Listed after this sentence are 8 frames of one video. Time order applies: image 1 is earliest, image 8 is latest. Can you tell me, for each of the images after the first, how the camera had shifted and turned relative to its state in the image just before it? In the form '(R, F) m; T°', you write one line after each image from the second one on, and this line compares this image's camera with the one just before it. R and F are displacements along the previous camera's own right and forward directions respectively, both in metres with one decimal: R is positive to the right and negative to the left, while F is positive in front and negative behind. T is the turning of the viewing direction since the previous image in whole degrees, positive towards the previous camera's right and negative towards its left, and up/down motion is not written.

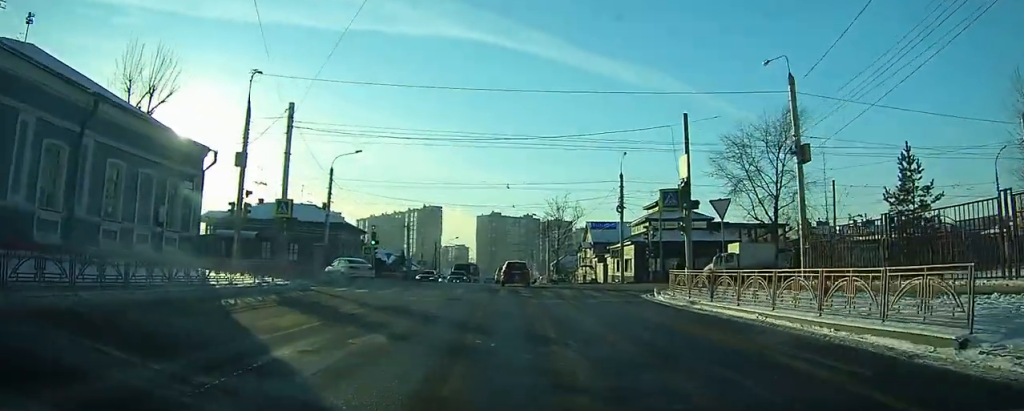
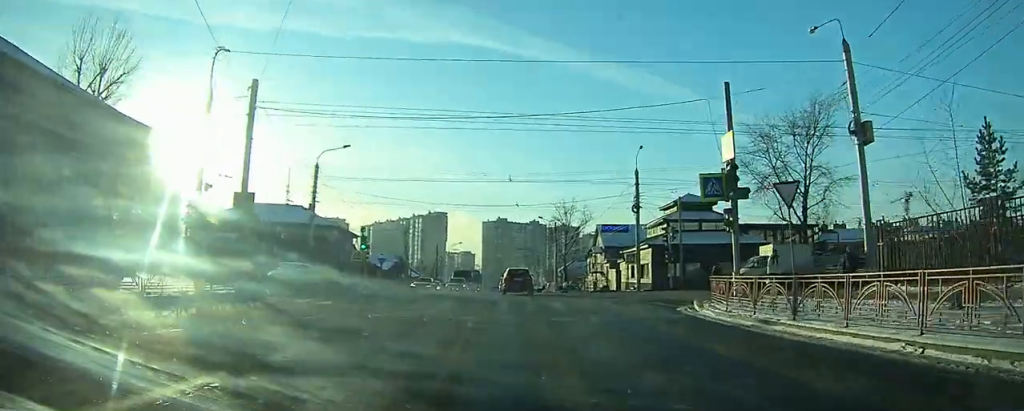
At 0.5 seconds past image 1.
(+0.1, +5.2) m; +1°
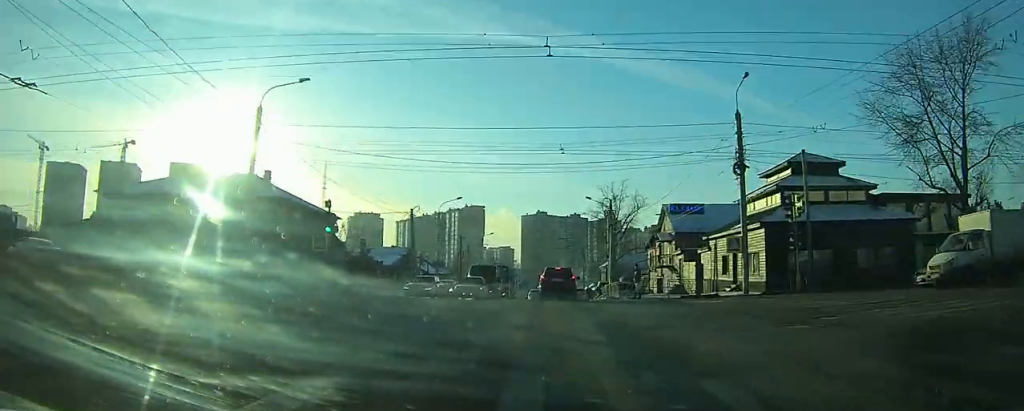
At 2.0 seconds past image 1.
(+0.1, +16.5) m; 0°
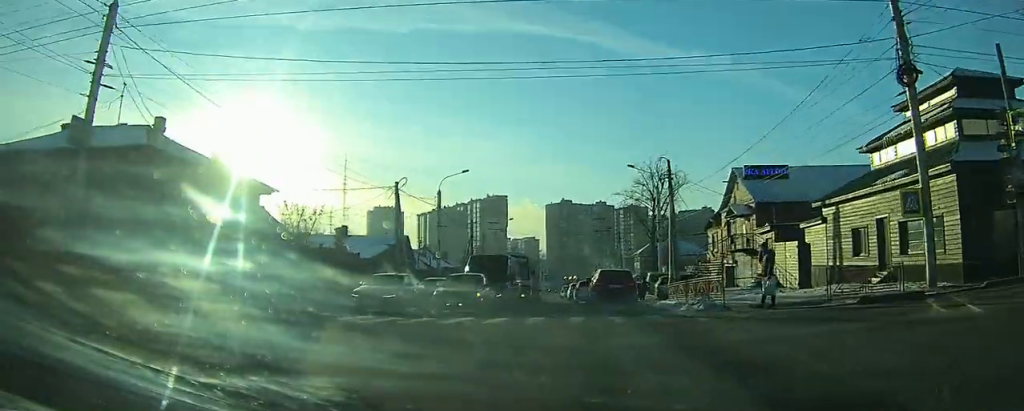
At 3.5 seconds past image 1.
(0.0, +14.4) m; 0°
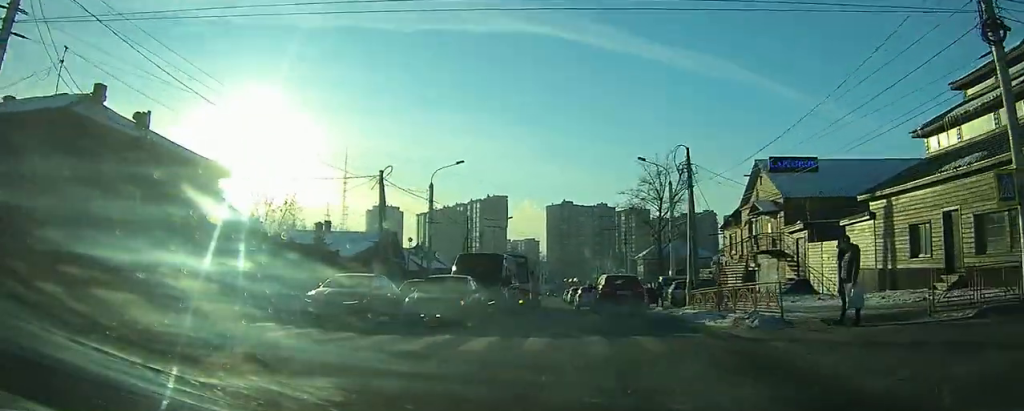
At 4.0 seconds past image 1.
(0.0, +4.6) m; 0°
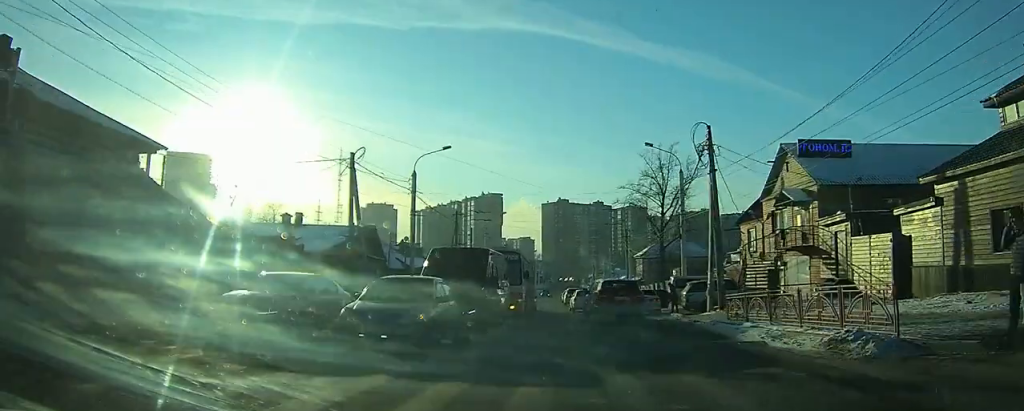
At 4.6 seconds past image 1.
(-0.1, +5.0) m; 0°
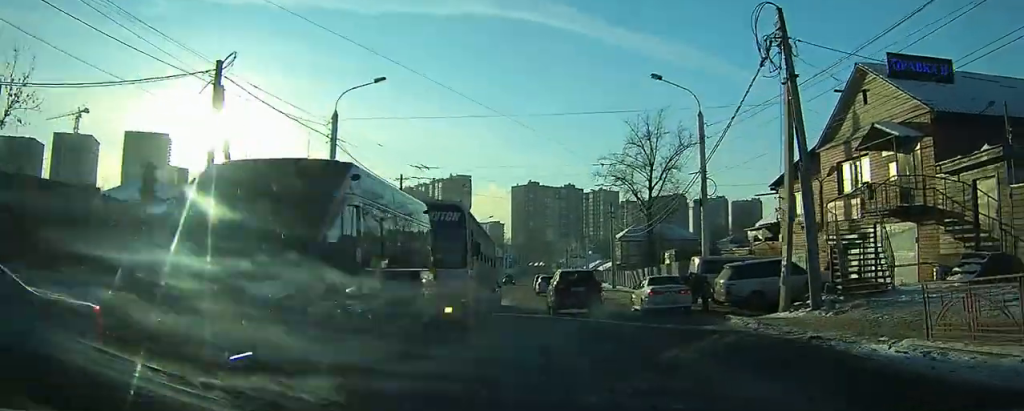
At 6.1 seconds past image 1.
(-0.1, +12.1) m; 0°
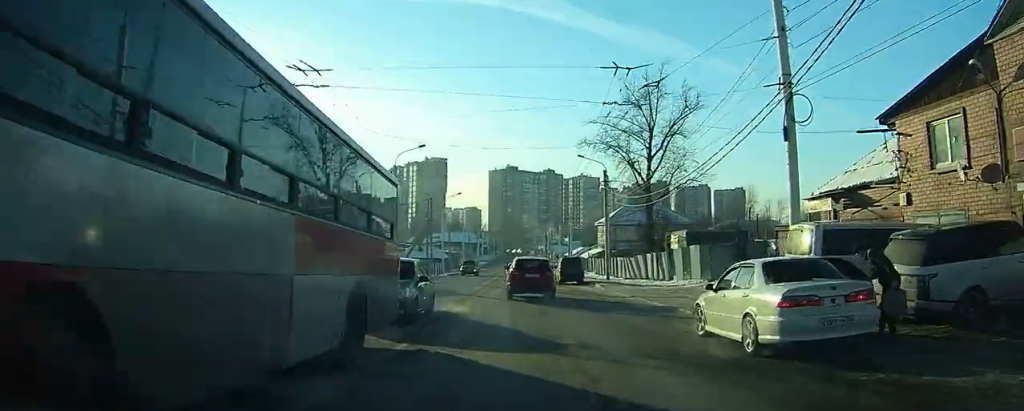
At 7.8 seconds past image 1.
(-0.1, +14.0) m; -1°
